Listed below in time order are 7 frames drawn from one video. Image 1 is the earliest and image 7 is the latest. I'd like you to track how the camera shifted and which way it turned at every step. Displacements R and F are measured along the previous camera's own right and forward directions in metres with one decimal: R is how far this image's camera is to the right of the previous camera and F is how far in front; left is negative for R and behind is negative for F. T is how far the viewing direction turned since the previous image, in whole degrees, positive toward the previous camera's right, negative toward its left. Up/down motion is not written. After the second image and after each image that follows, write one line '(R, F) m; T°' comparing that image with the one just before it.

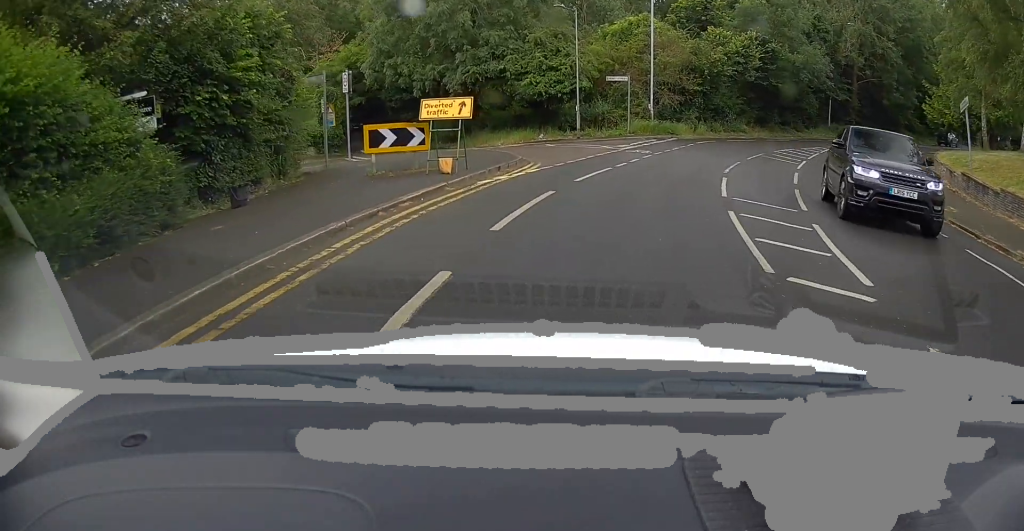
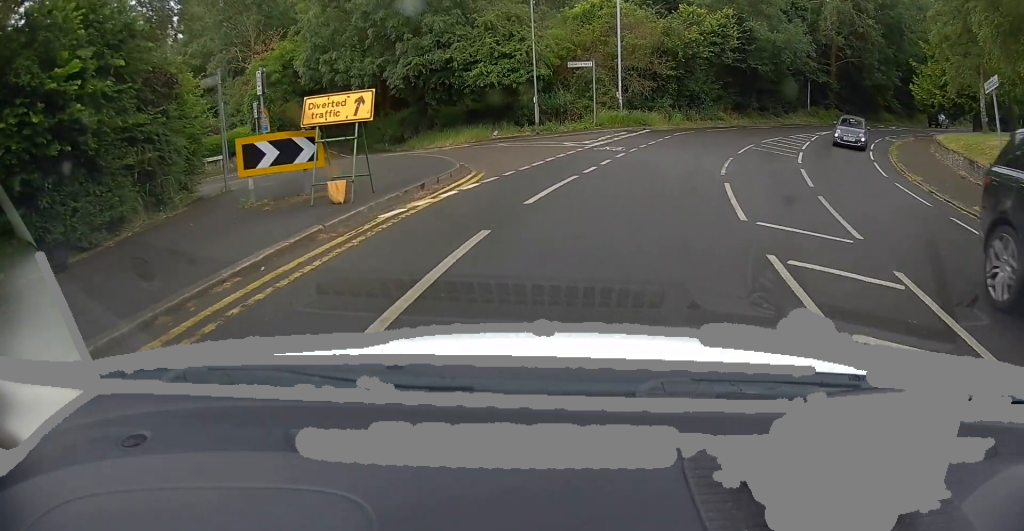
(+0.1, +4.2) m; +3°
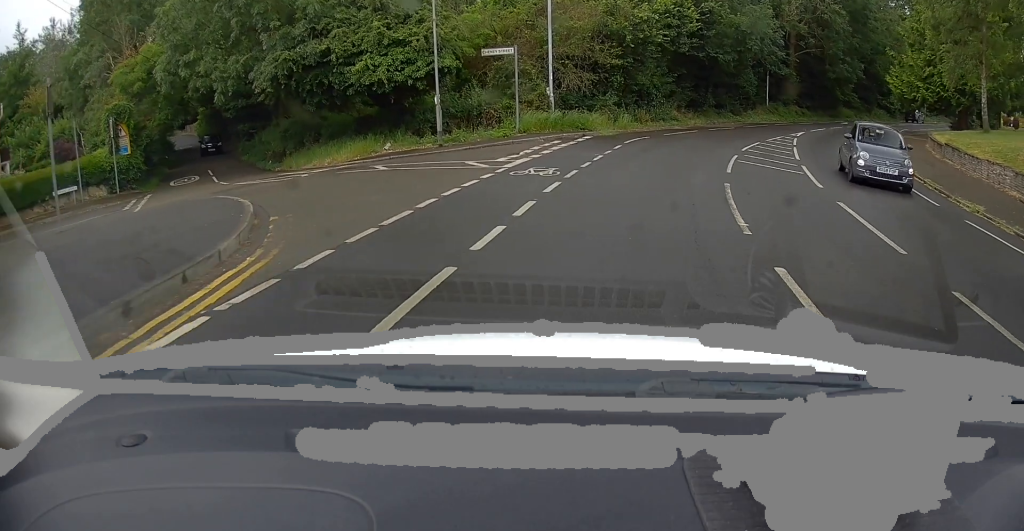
(+0.3, +7.3) m; +6°
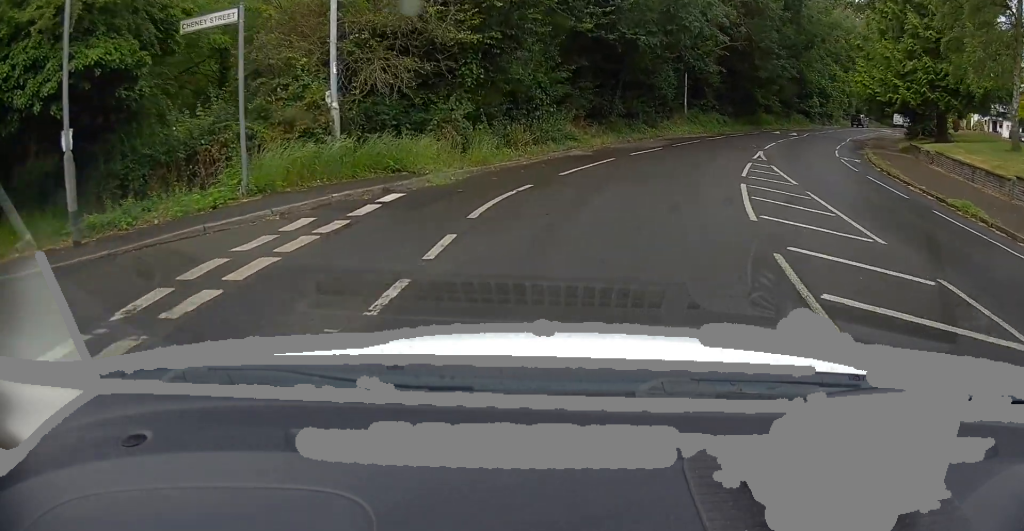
(+1.2, +11.7) m; +13°
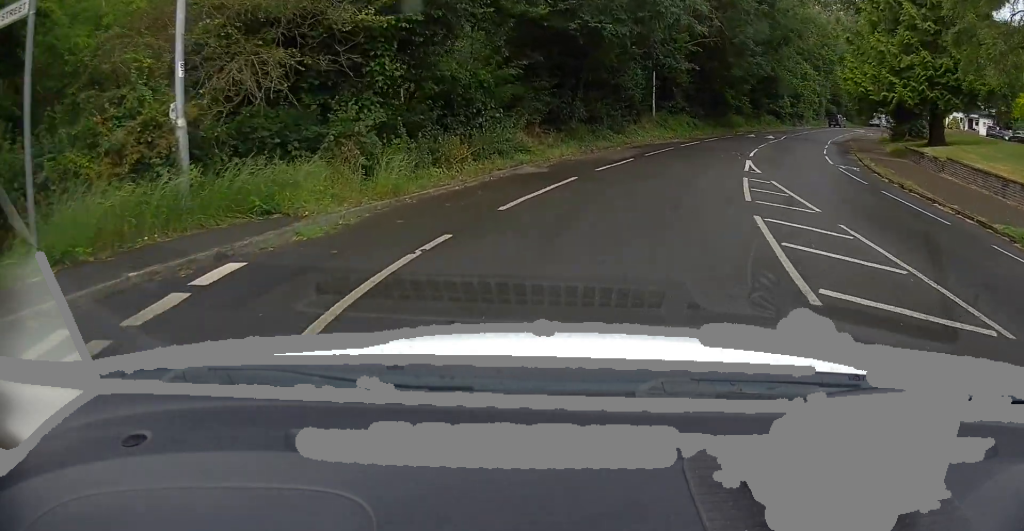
(+0.1, +3.6) m; +4°
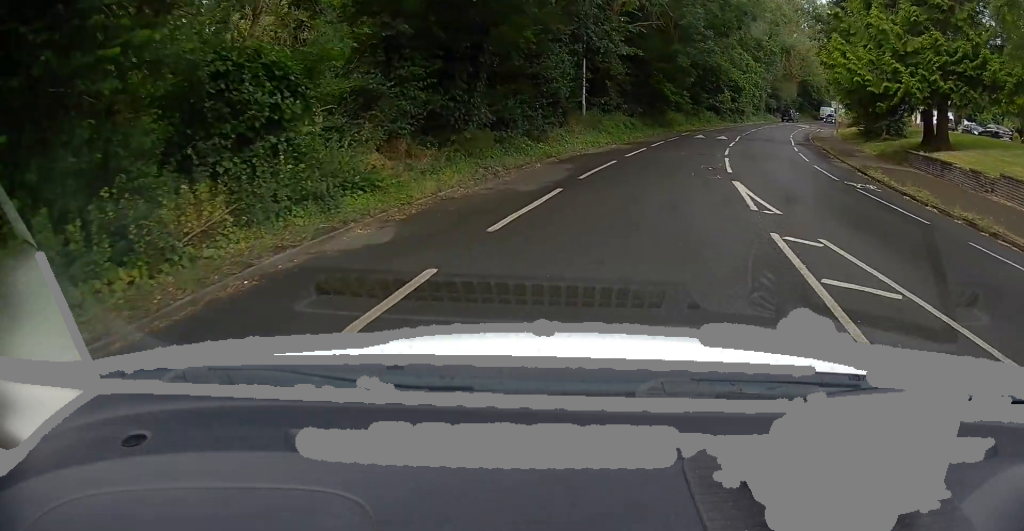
(+0.5, +7.5) m; +5°
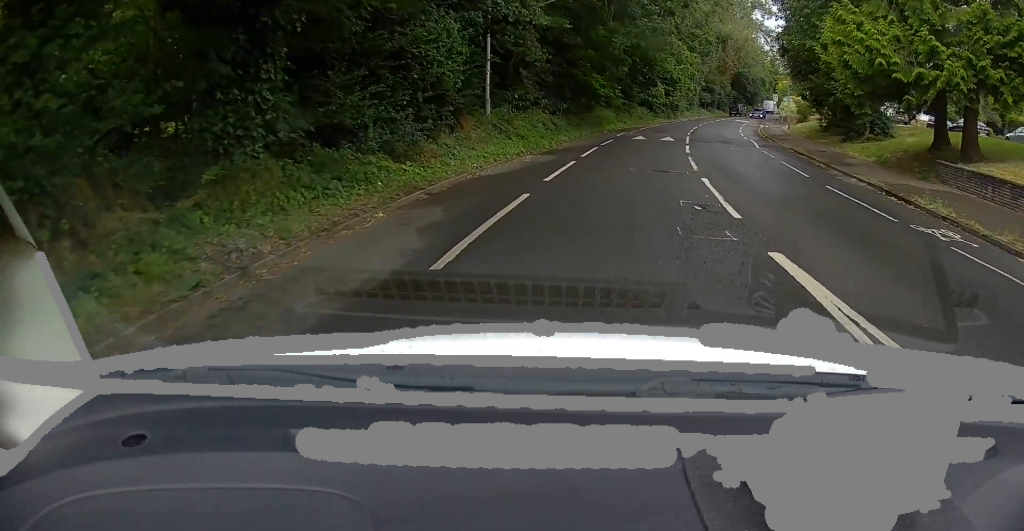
(+0.2, +7.5) m; +3°
